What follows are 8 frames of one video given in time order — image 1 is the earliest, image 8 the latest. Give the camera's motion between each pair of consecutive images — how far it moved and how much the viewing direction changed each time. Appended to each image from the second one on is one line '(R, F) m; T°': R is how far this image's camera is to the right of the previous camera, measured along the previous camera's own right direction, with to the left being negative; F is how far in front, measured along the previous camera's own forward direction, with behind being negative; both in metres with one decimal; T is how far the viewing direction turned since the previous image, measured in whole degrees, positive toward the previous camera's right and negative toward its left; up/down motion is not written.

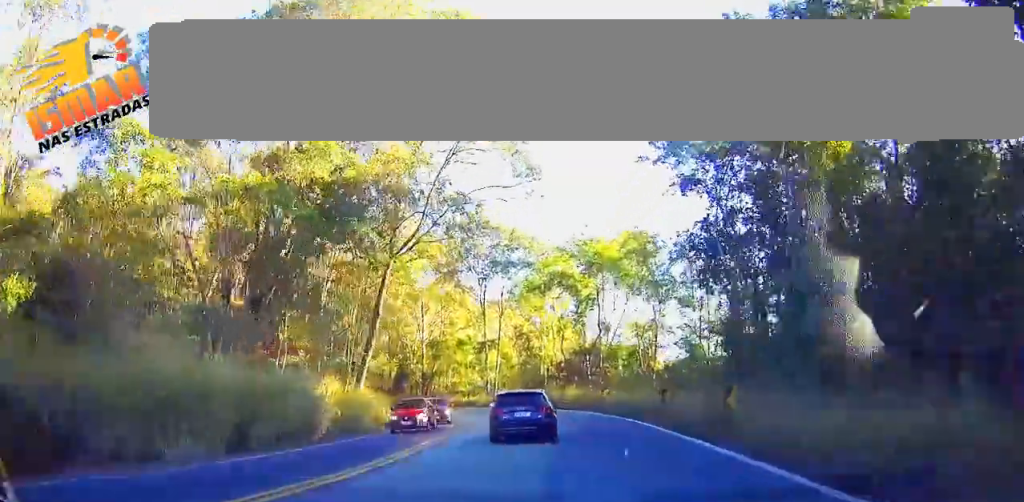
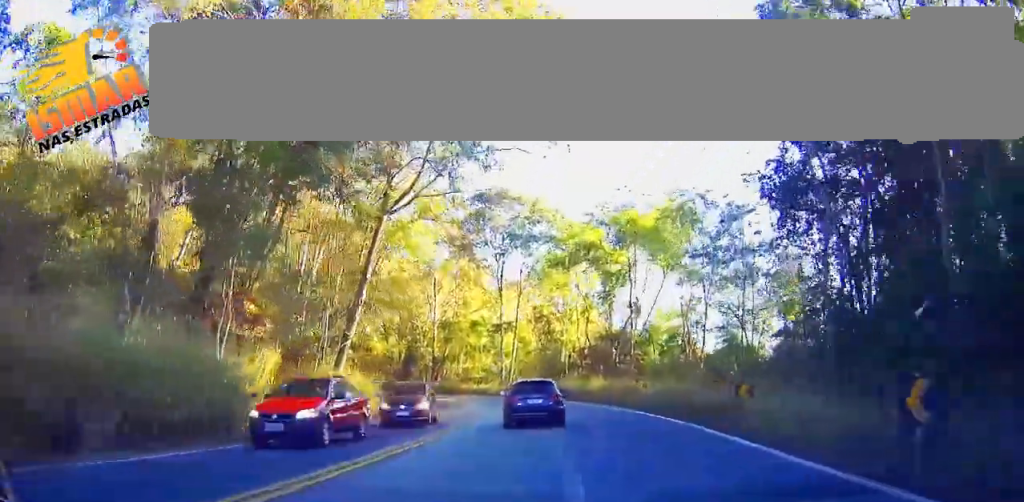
(-0.2, +8.2) m; -1°
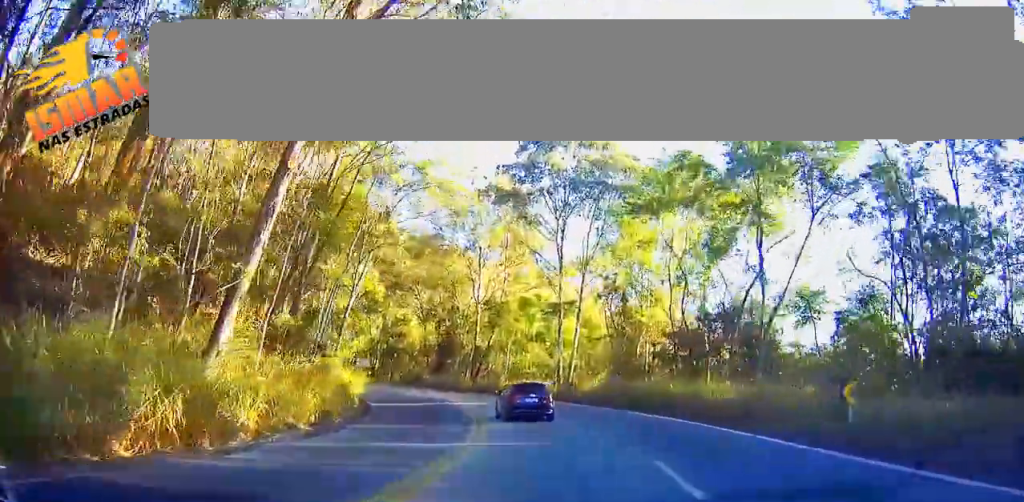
(-0.3, +19.5) m; -6°
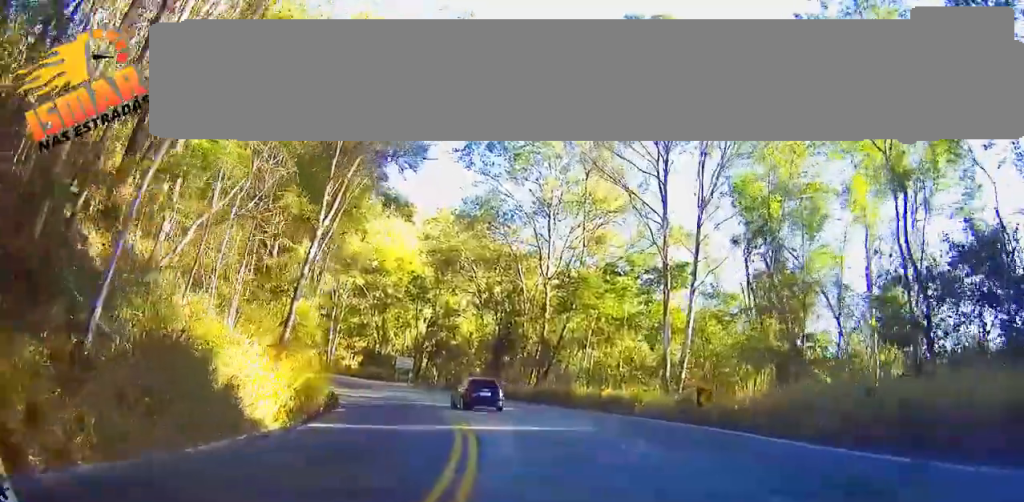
(-2.0, +19.7) m; -13°
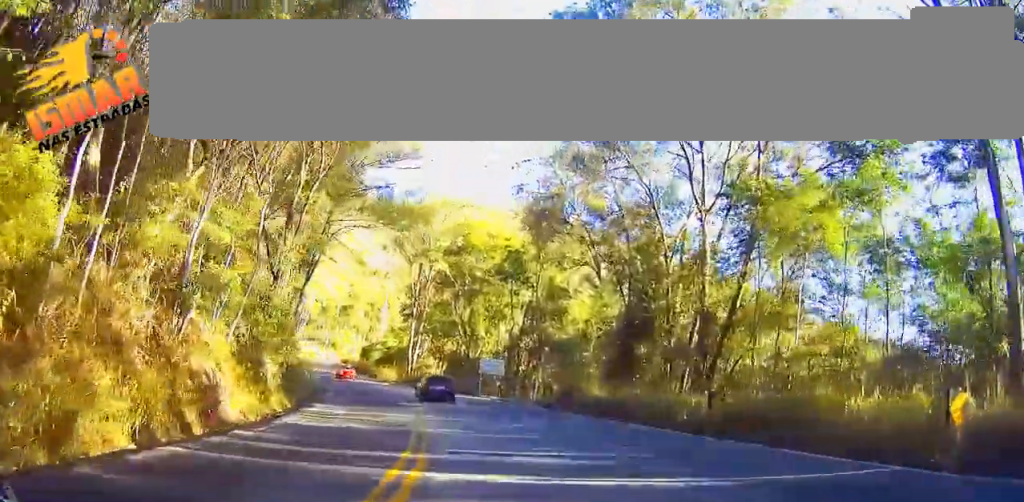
(-2.4, +22.8) m; -6°
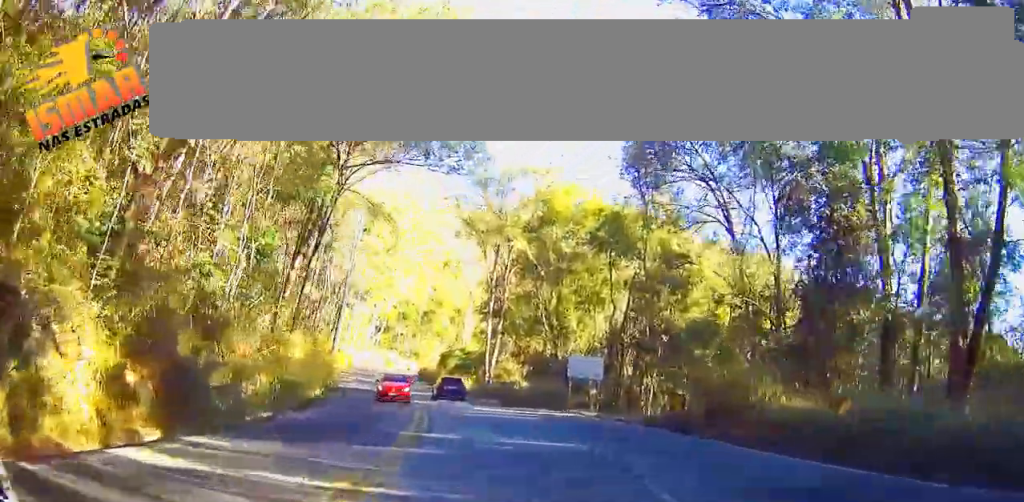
(0.0, +16.1) m; 0°
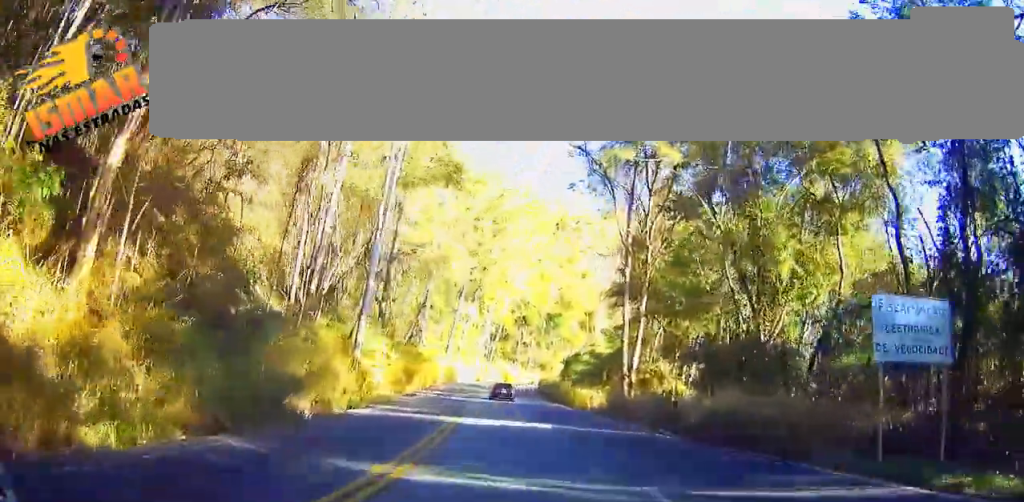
(0.0, +24.7) m; 0°
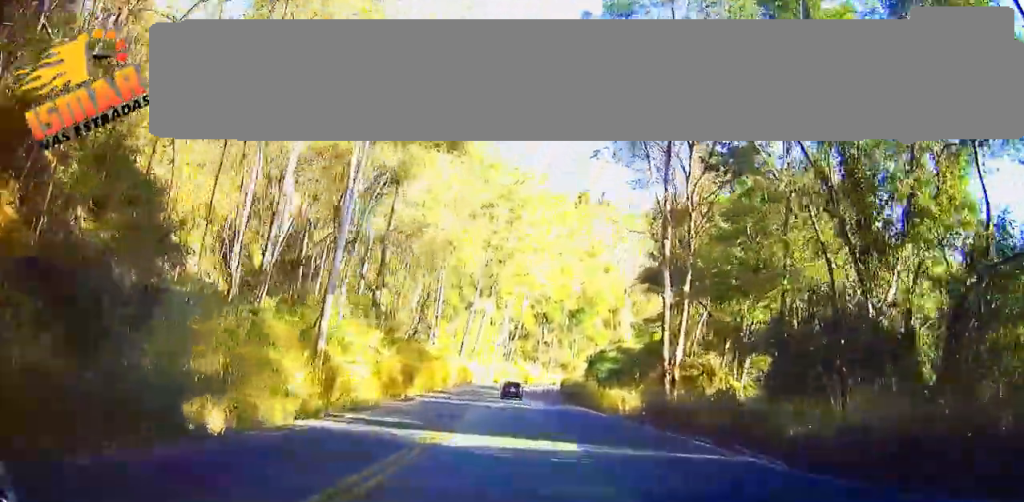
(0.0, +7.8) m; -5°
